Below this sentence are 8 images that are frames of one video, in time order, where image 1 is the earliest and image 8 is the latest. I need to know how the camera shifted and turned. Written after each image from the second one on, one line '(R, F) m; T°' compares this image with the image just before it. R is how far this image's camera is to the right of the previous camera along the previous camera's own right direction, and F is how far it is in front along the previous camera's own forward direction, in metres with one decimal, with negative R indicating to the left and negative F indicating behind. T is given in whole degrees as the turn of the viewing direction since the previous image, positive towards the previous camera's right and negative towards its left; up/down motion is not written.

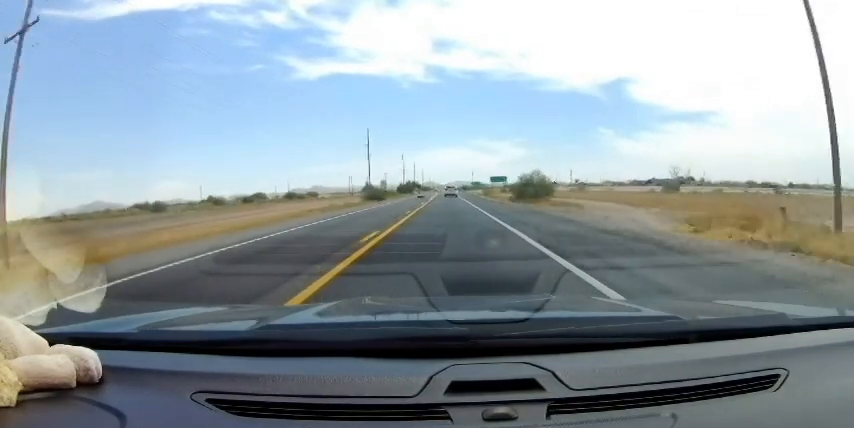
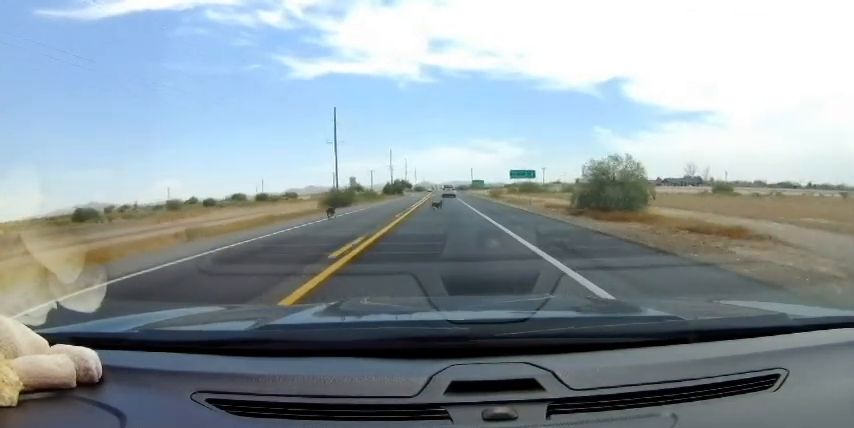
(0.0, +18.2) m; 0°
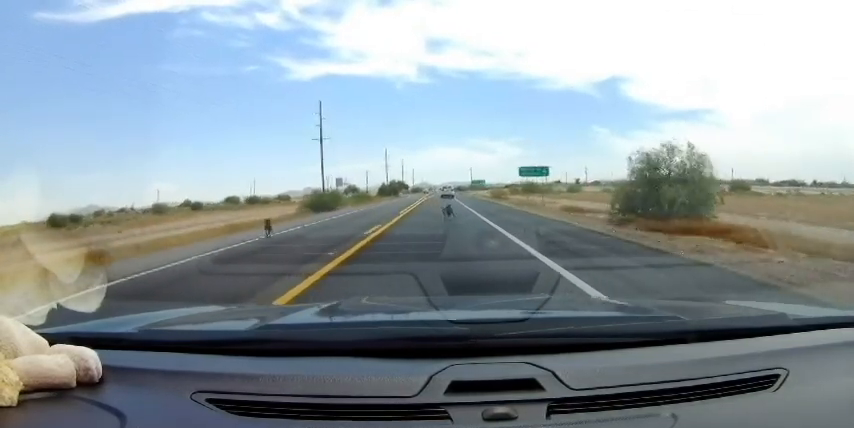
(0.0, +5.7) m; 0°
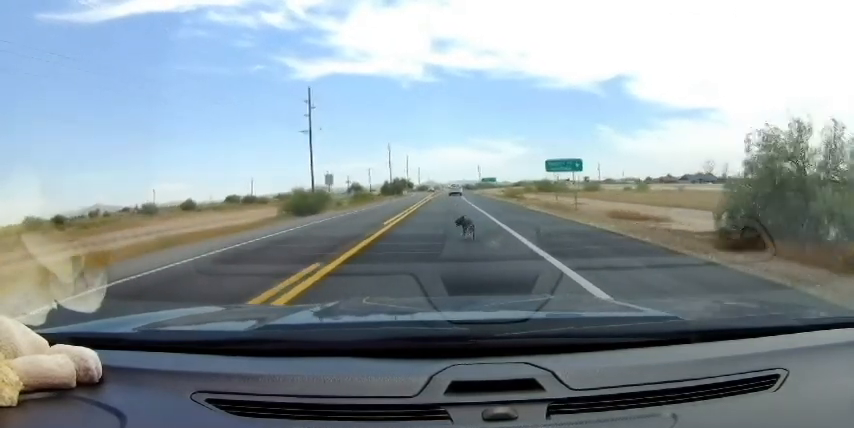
(0.0, +6.4) m; 0°
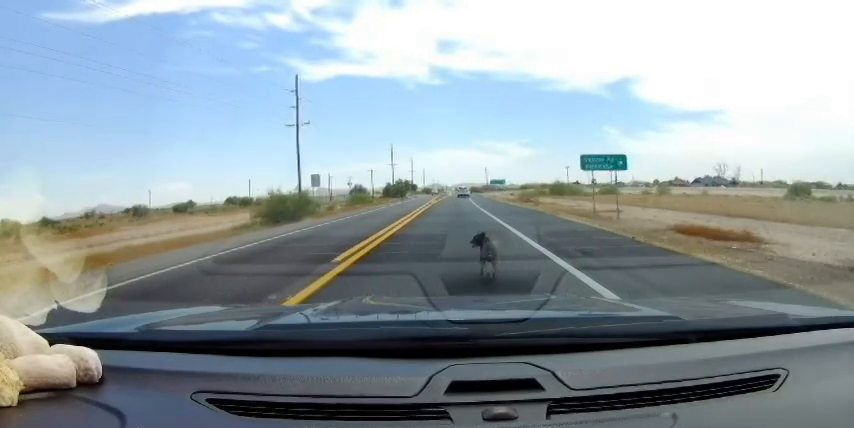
(0.0, +6.5) m; 0°
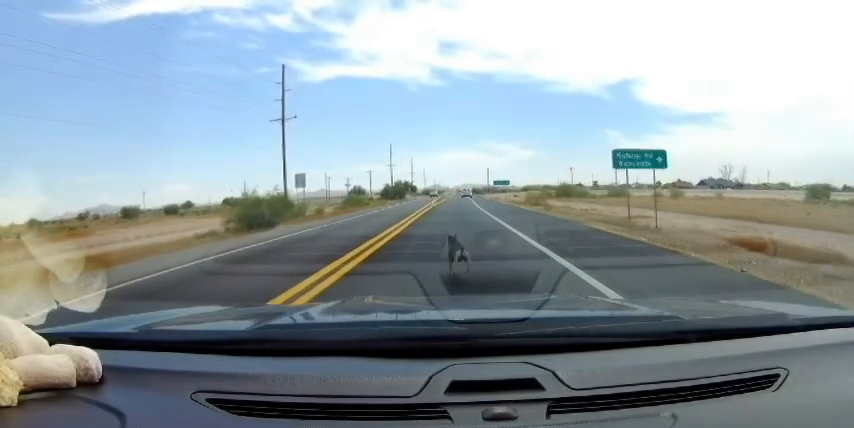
(0.0, +5.6) m; 0°
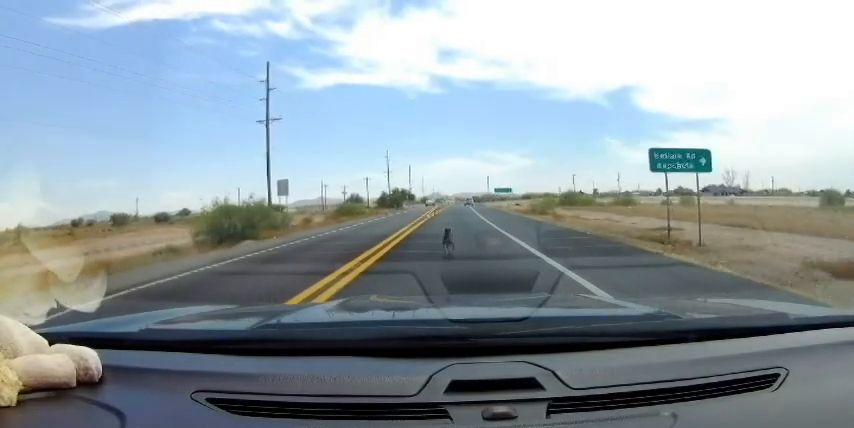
(0.0, +4.4) m; -1°
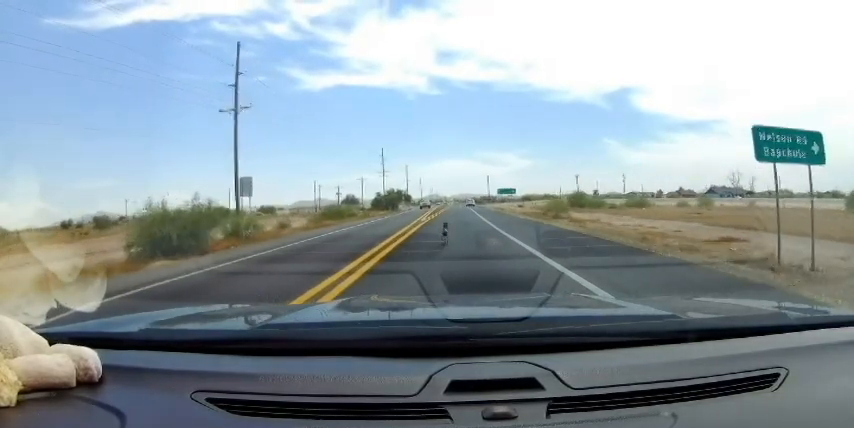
(-0.1, +3.8) m; 0°
